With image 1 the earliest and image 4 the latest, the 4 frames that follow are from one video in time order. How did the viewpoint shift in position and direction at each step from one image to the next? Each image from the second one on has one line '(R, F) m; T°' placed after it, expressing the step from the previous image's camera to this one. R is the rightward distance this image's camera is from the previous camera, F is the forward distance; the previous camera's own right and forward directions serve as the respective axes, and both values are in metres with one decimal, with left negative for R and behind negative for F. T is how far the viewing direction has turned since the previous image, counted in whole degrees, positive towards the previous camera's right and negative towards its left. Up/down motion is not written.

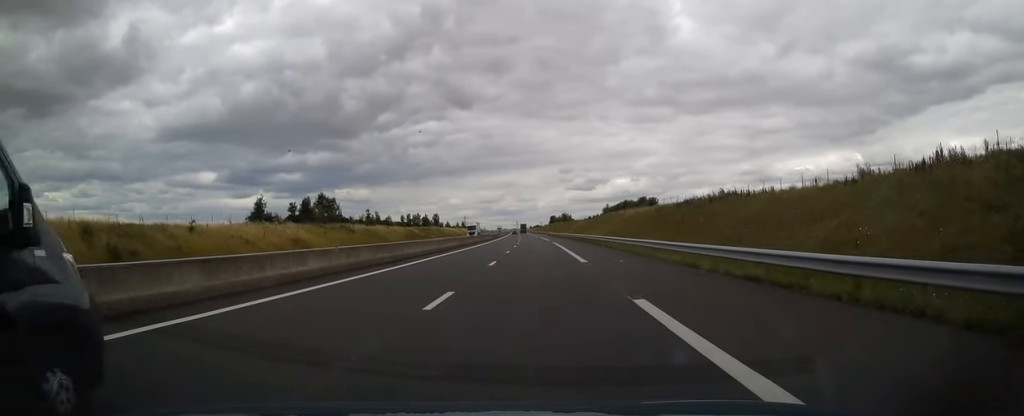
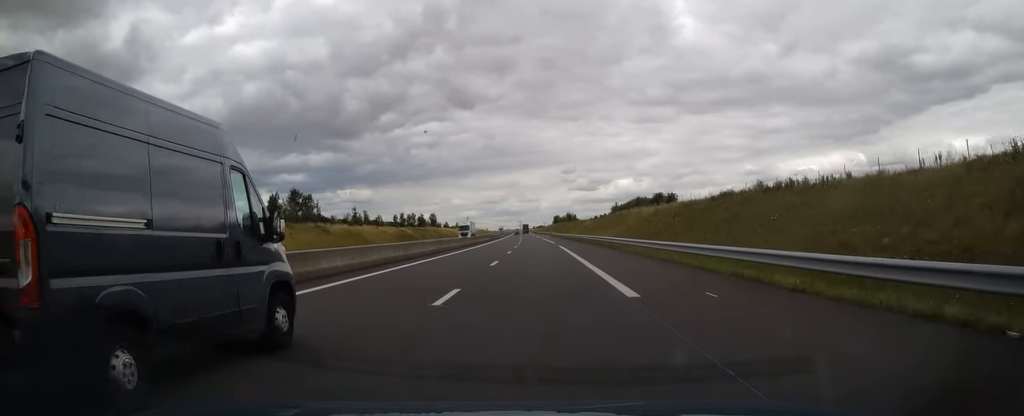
(+0.1, +12.2) m; 0°
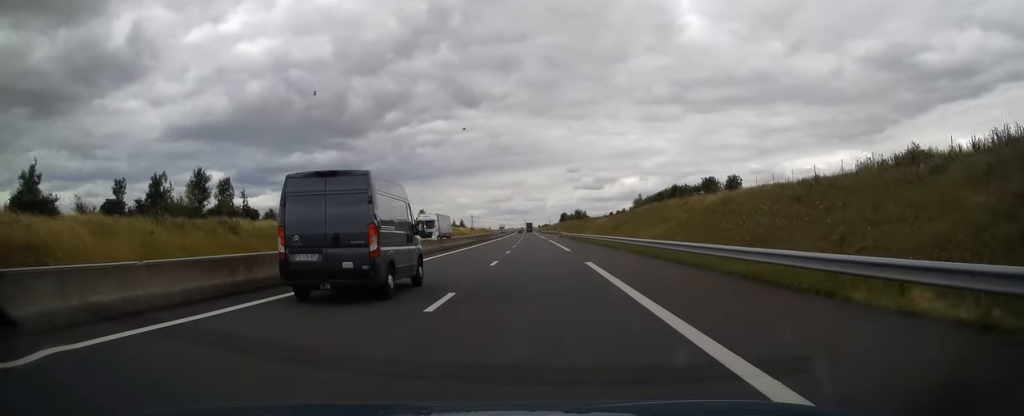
(-0.4, +26.8) m; -1°
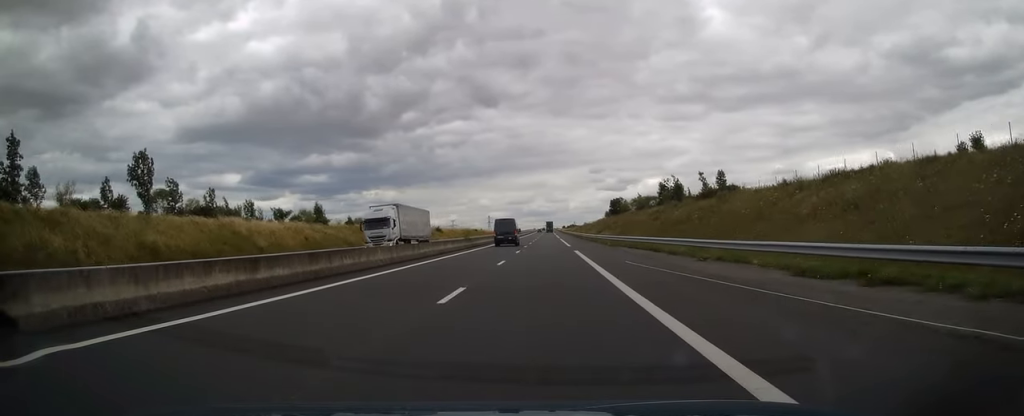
(-1.9, +140.6) m; -2°
